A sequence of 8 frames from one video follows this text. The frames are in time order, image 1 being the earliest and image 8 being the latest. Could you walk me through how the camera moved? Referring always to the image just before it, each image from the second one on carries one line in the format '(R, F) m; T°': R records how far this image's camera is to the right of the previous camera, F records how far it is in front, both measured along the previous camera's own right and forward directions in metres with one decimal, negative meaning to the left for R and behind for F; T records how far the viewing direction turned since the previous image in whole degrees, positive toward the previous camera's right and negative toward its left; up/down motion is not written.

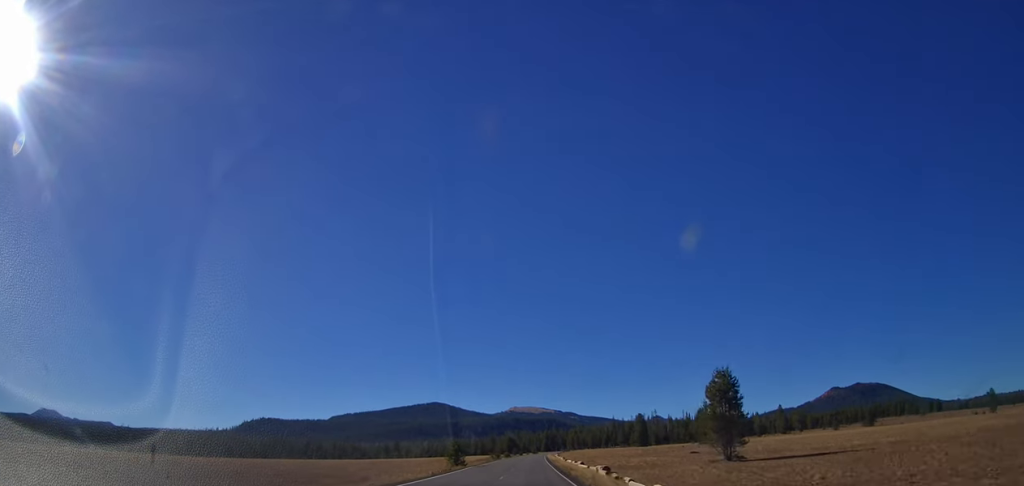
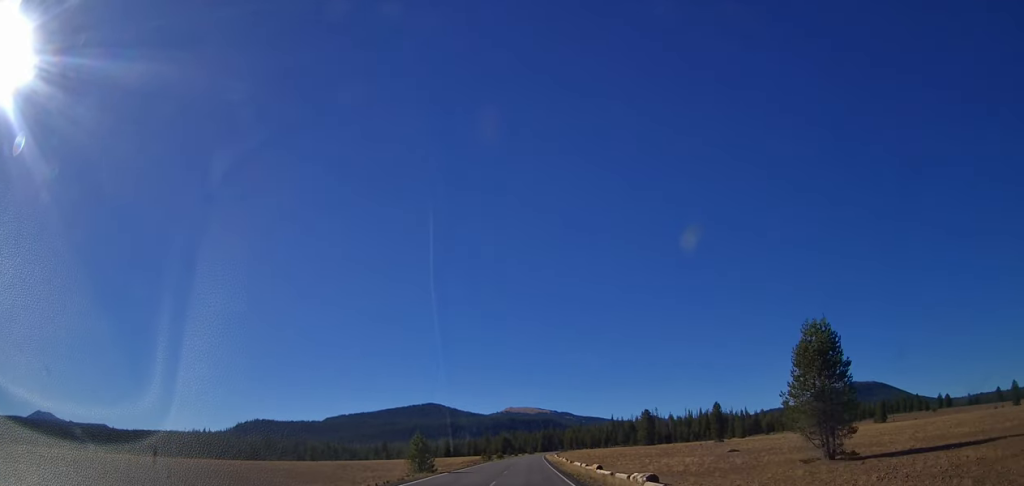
(+0.1, +16.7) m; 0°
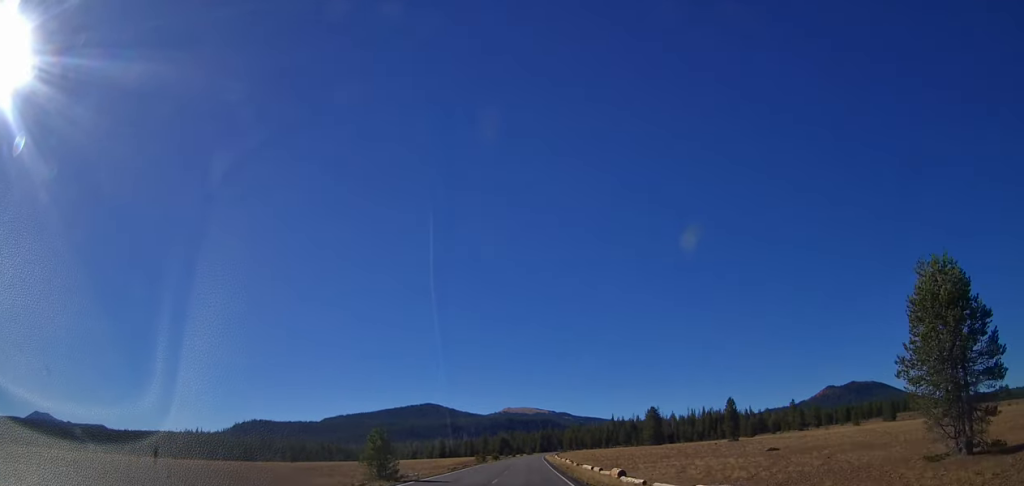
(-0.1, +10.6) m; 0°
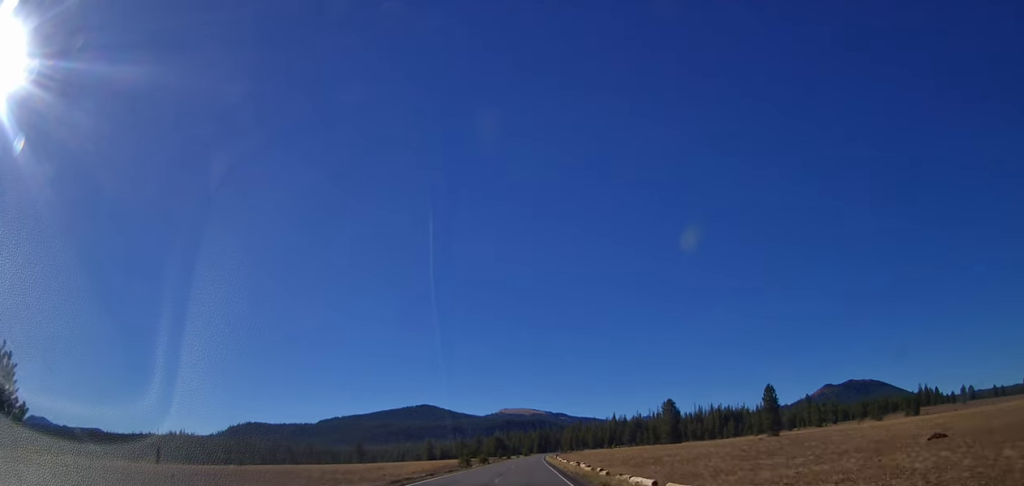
(-0.1, +22.7) m; +1°
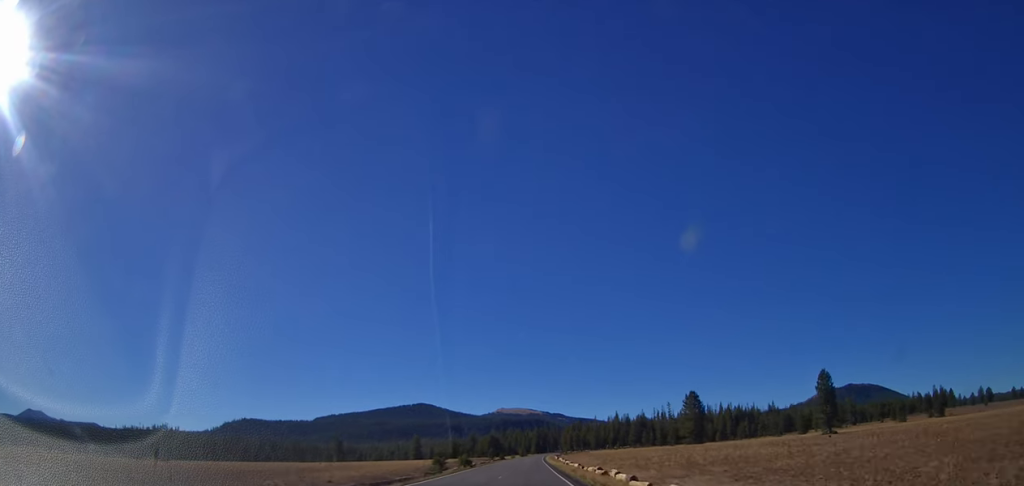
(+0.3, +21.1) m; +3°
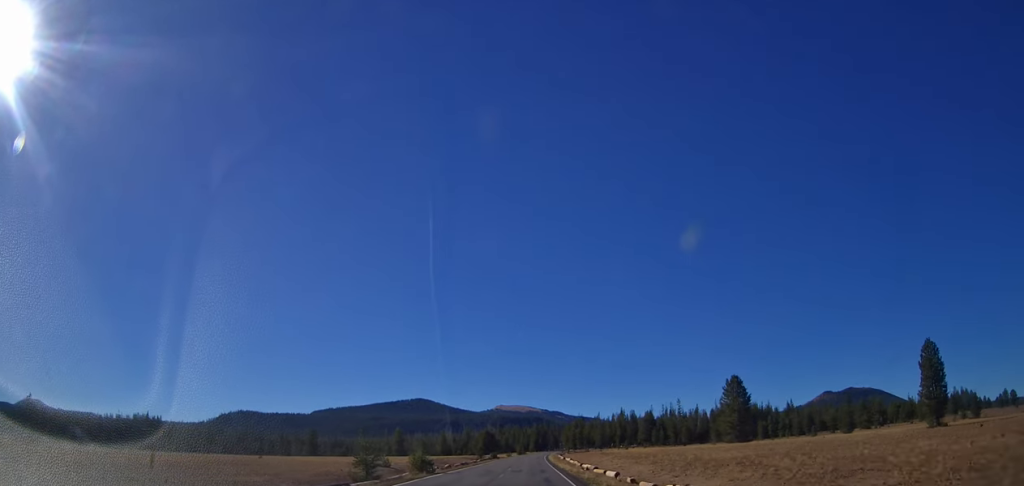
(+0.9, +24.7) m; +1°
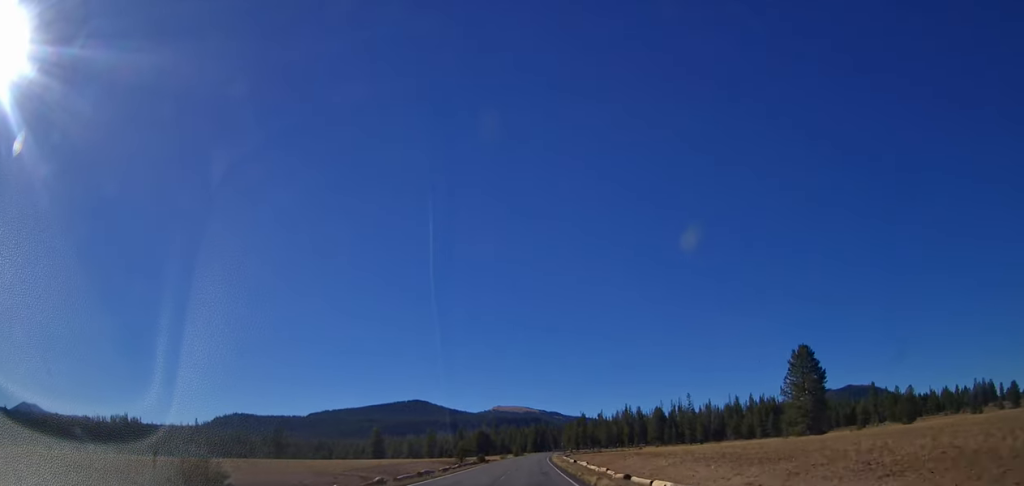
(-0.9, +25.2) m; -2°
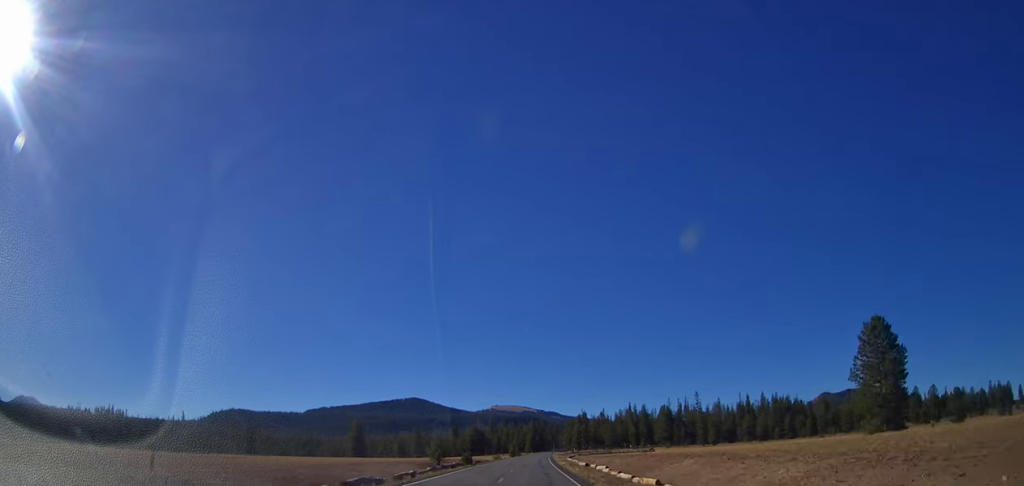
(+0.2, +16.1) m; 0°
